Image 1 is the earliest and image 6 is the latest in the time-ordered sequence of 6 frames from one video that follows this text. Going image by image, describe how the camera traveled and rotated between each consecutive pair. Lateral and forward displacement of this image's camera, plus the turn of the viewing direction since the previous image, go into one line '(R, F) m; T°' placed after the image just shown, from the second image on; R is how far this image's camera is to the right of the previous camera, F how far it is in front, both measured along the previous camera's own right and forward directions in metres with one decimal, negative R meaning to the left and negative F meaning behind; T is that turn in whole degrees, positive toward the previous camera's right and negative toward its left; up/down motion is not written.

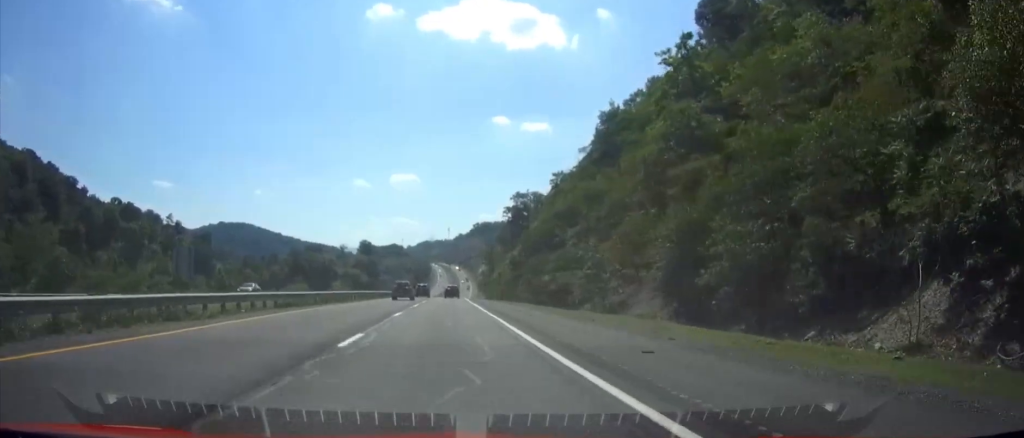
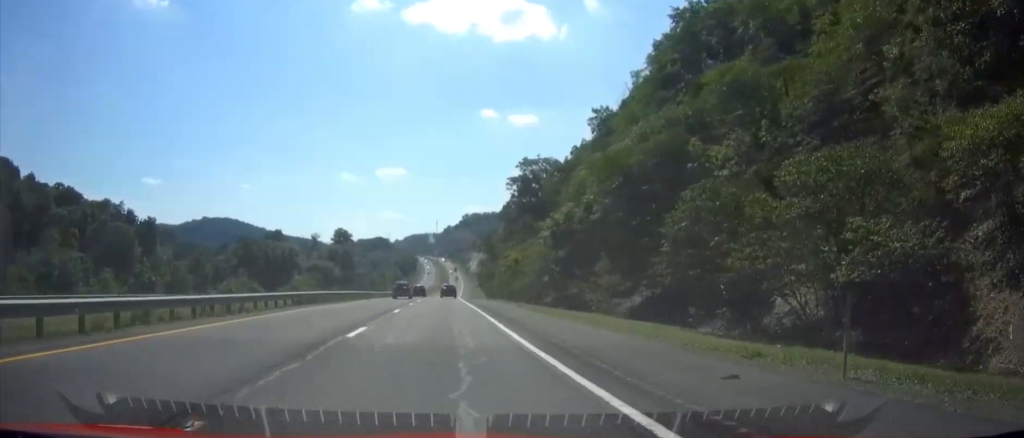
(+0.5, +47.8) m; +1°
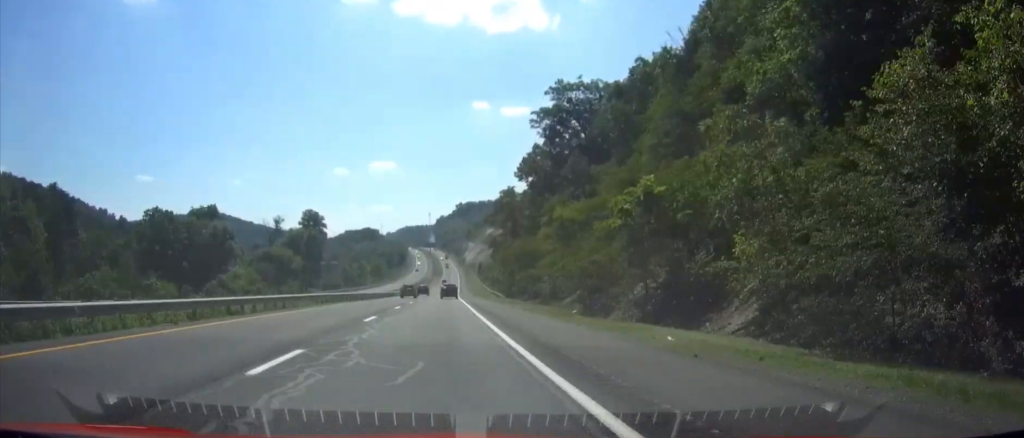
(+0.3, +57.6) m; +1°
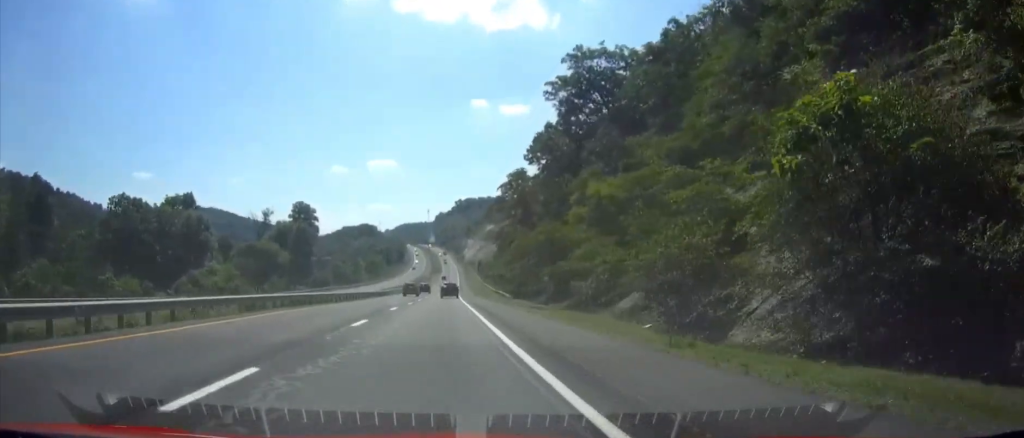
(0.0, +15.2) m; 0°
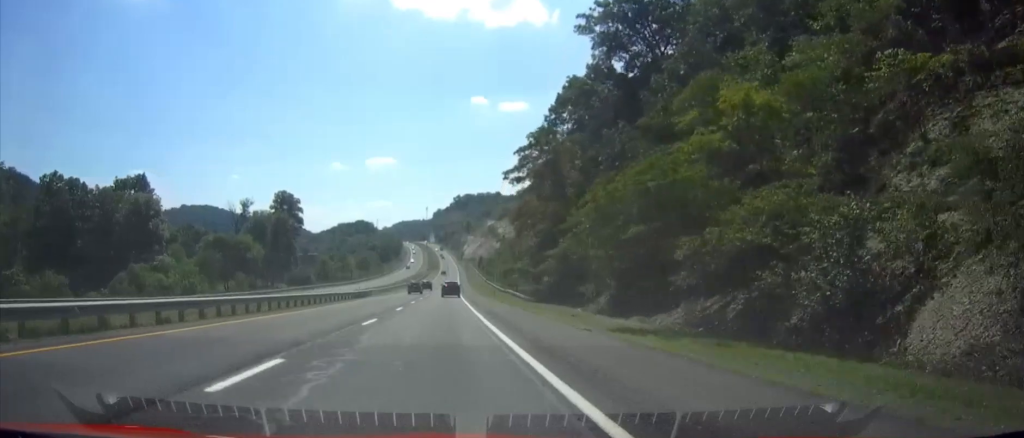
(0.0, +23.9) m; 0°
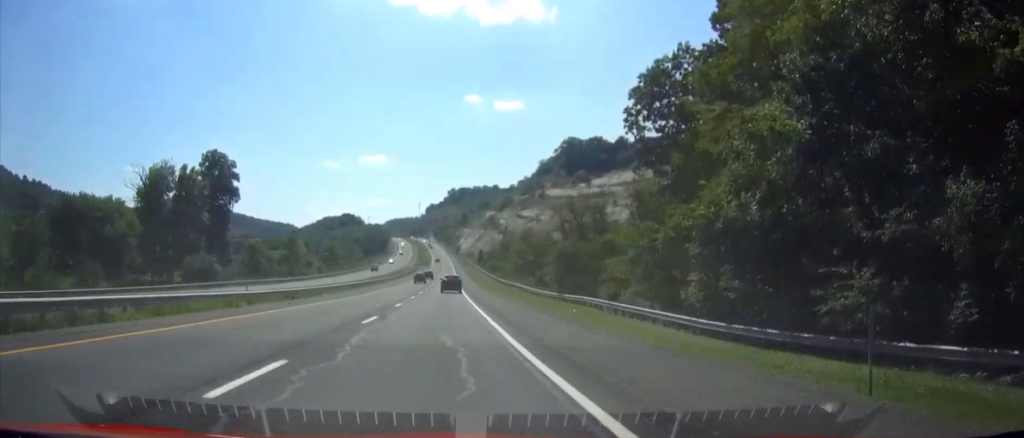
(+0.4, +64.4) m; +1°
